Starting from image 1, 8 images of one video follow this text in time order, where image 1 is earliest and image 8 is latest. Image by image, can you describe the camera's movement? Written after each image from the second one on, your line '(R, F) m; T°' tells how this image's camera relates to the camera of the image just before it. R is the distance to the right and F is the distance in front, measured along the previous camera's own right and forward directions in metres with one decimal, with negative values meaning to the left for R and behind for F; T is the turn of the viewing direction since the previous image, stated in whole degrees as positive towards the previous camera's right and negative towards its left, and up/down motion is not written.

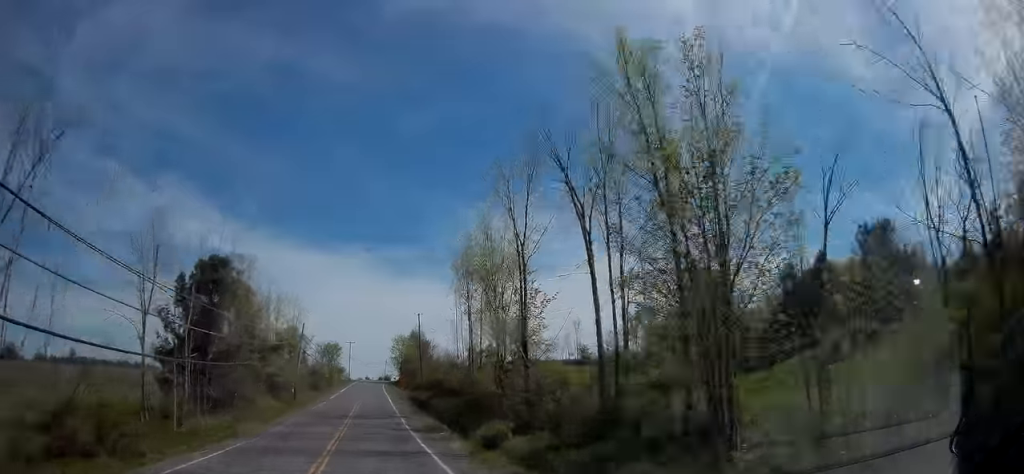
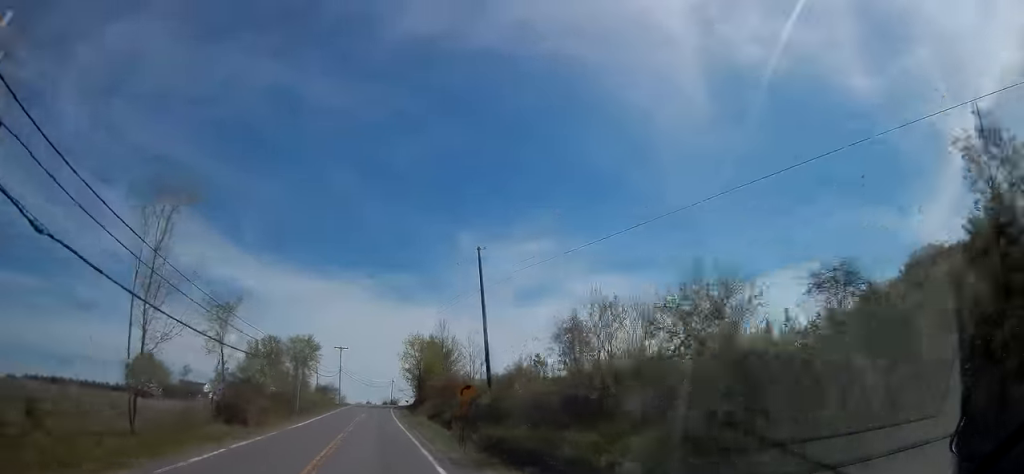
(-0.6, +50.9) m; 0°
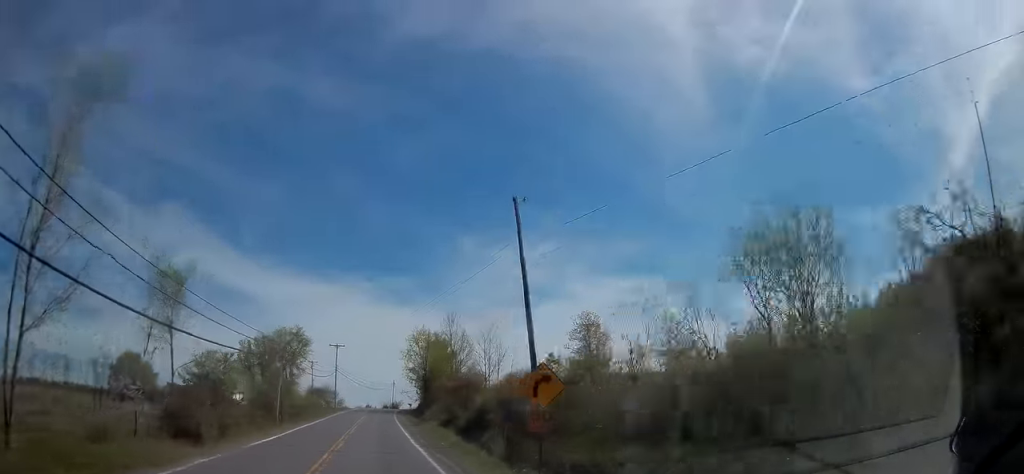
(+0.3, +10.8) m; 0°
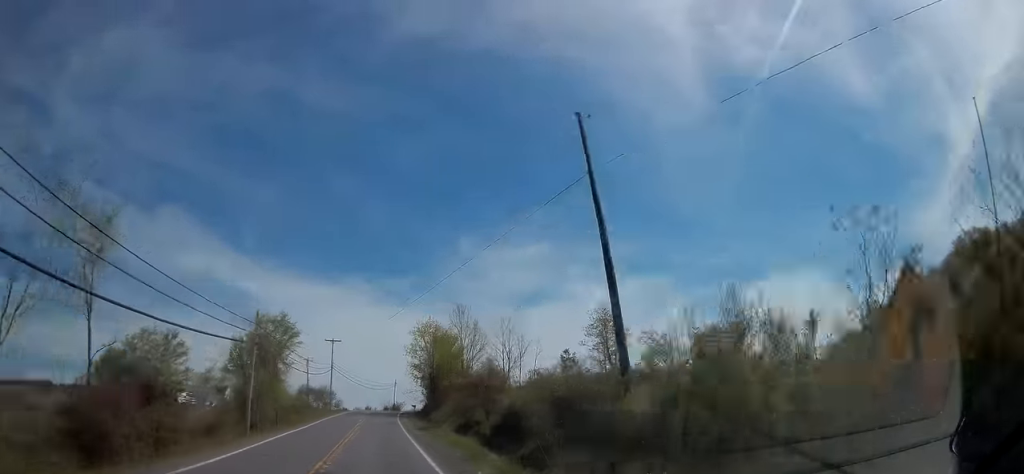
(+0.3, +9.9) m; 0°
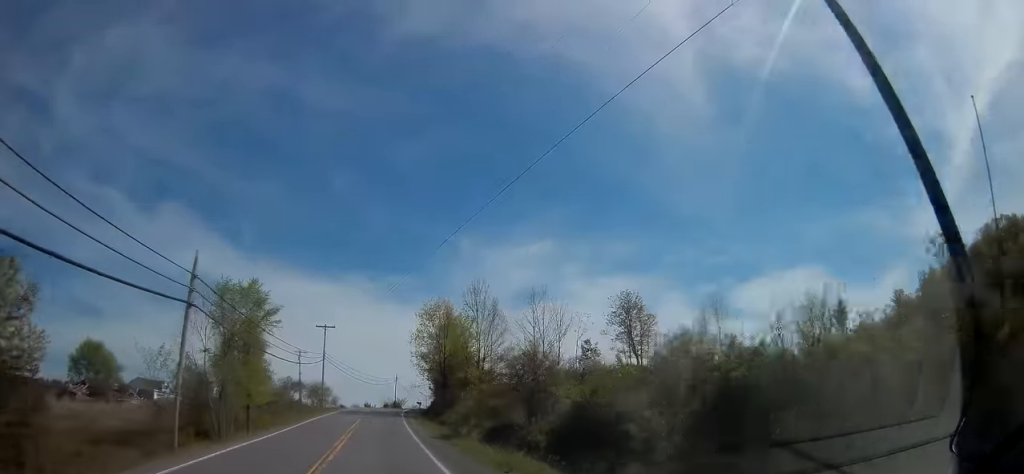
(-0.2, +12.2) m; 0°
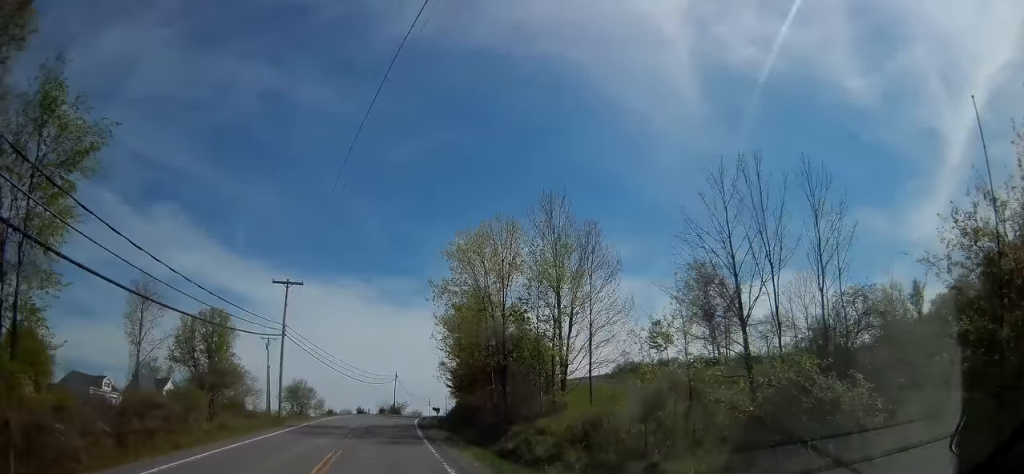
(-0.2, +29.5) m; 0°
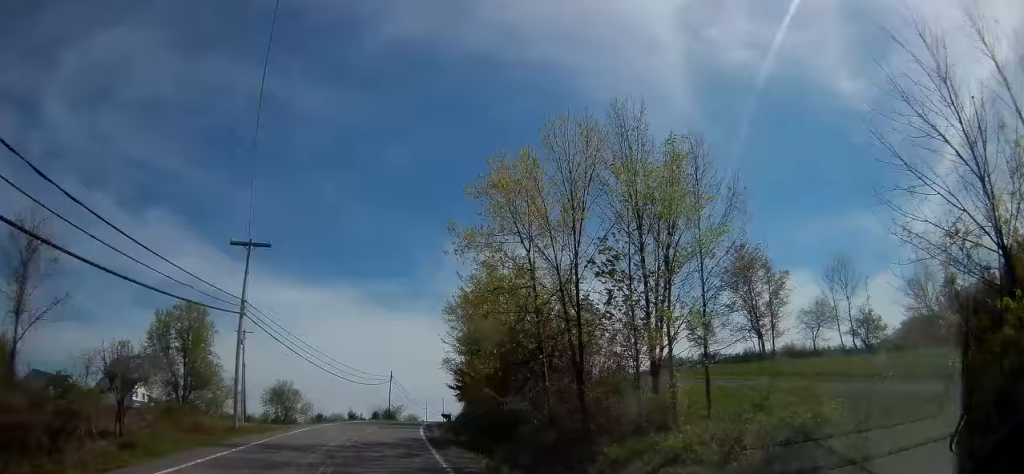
(+0.1, +12.4) m; +1°
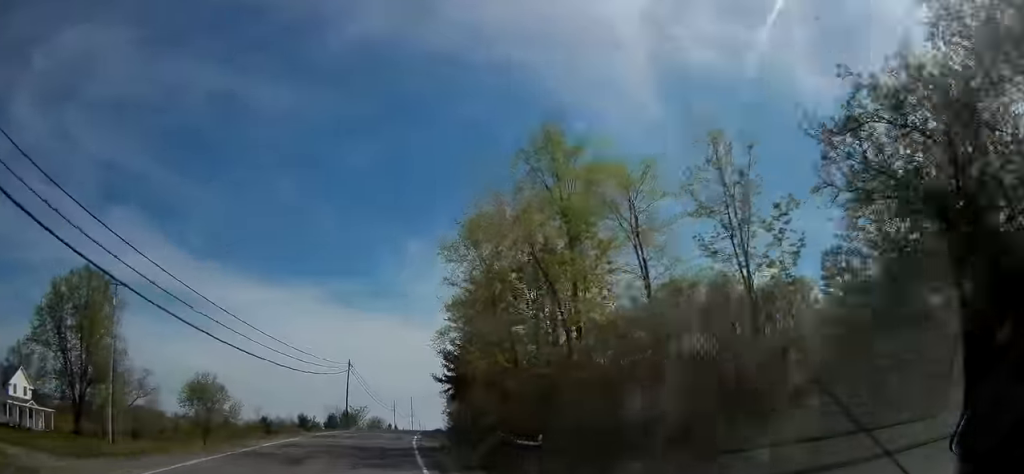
(+0.5, +29.7) m; +2°
